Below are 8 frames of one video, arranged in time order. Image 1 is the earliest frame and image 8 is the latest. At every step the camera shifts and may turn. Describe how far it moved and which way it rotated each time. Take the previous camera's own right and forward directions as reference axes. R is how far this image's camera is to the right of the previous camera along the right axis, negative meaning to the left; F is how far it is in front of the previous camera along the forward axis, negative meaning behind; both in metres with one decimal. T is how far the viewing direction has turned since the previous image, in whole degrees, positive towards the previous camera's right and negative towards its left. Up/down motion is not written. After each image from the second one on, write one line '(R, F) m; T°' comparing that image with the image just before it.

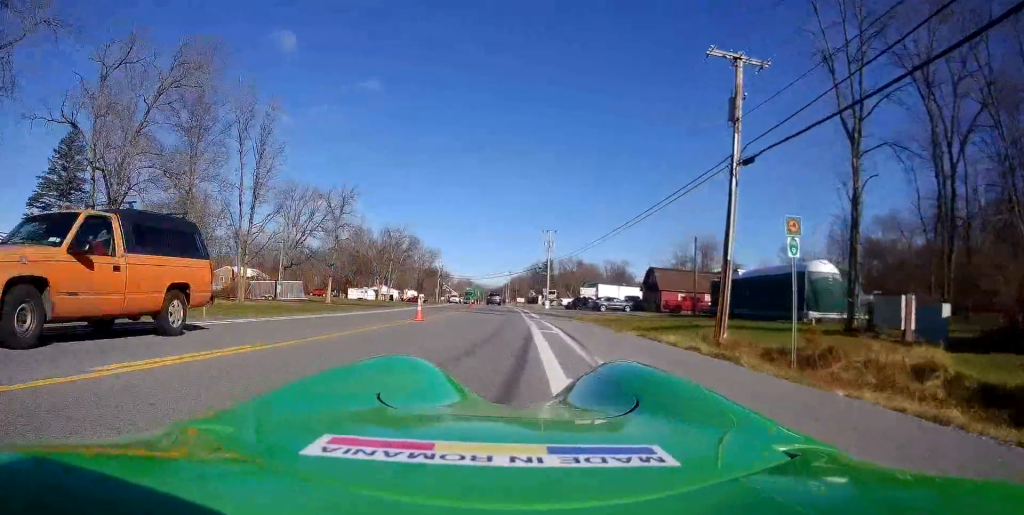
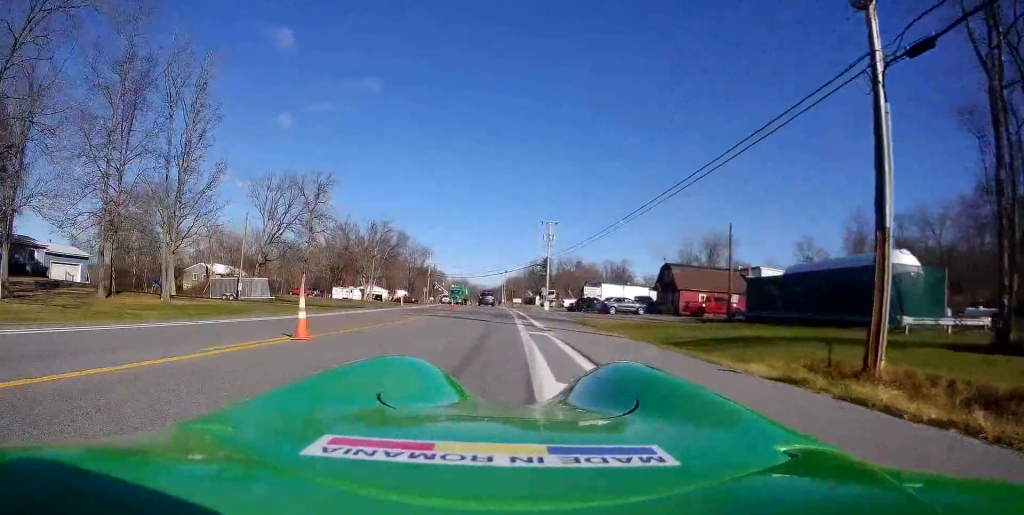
(-0.4, +8.9) m; -2°
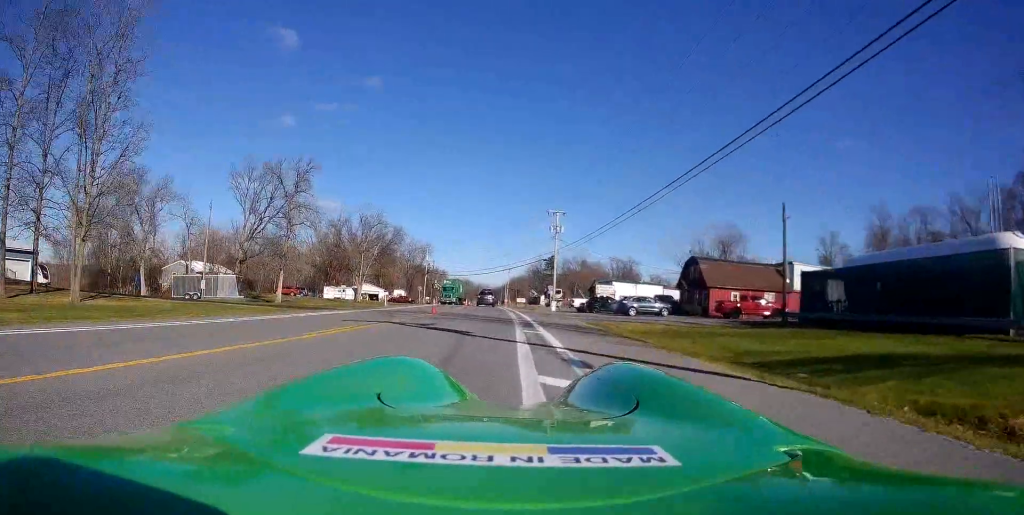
(+0.2, +8.2) m; 0°
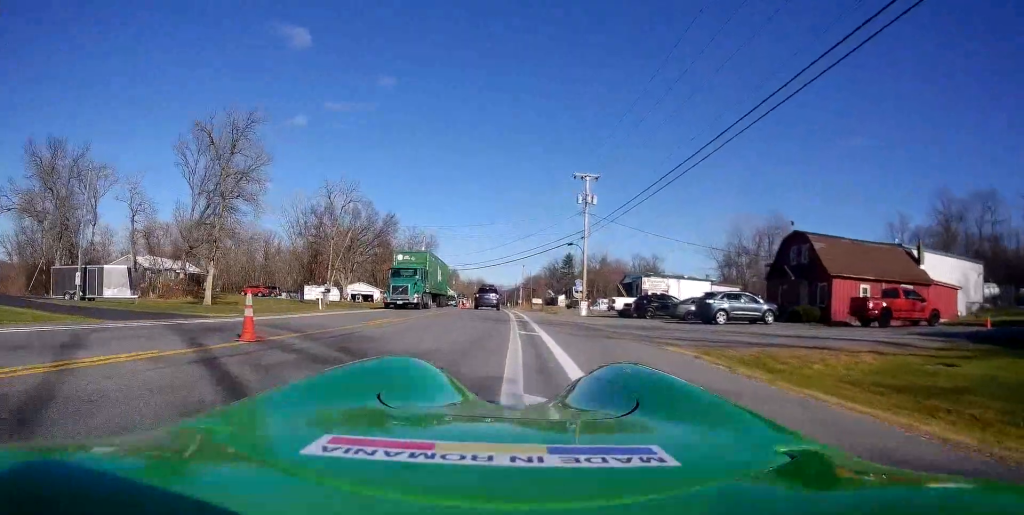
(-0.8, +18.2) m; -5°
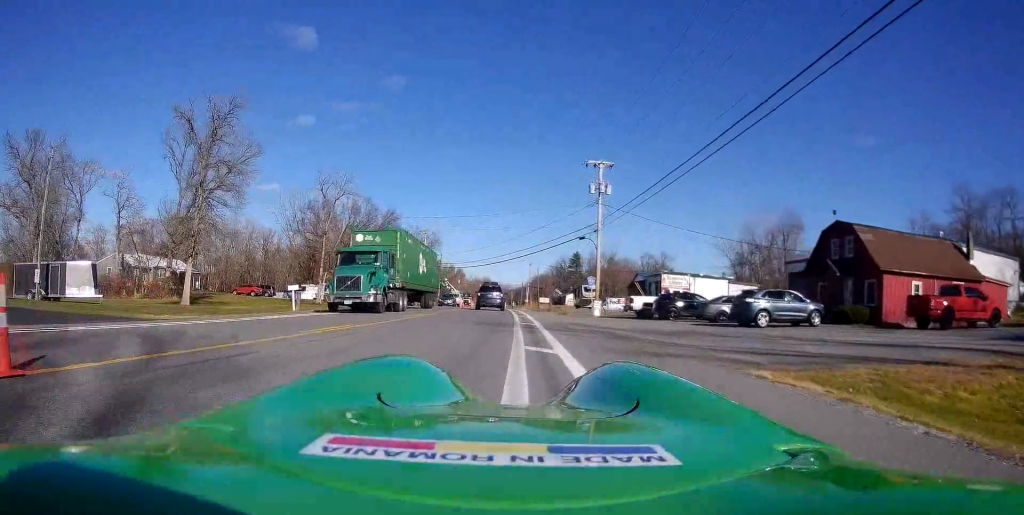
(-0.1, +4.4) m; -2°
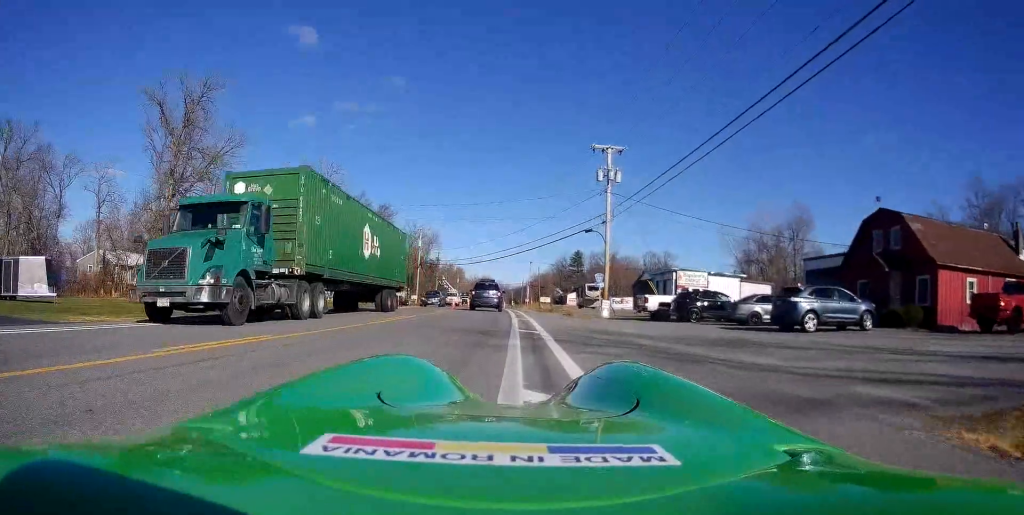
(0.0, +4.1) m; +2°
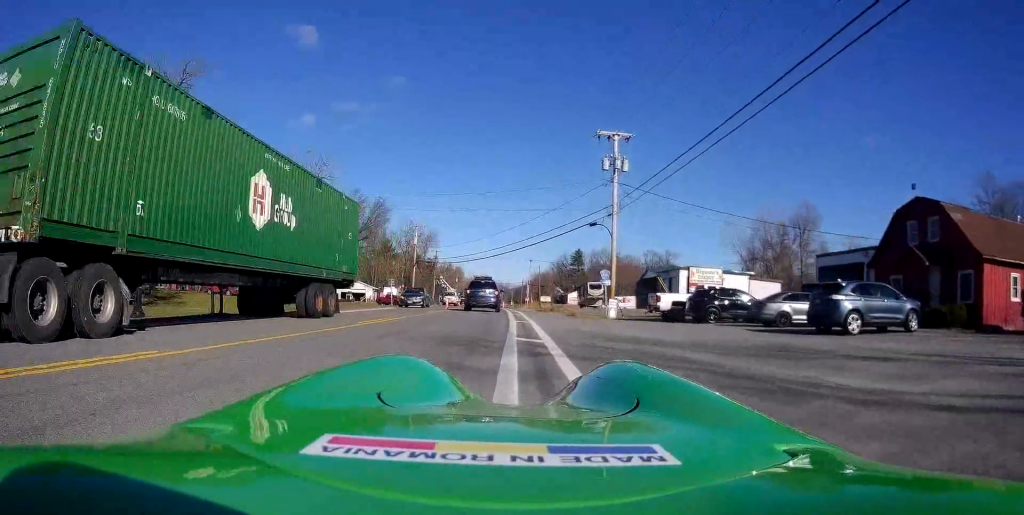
(-0.1, +3.0) m; +3°
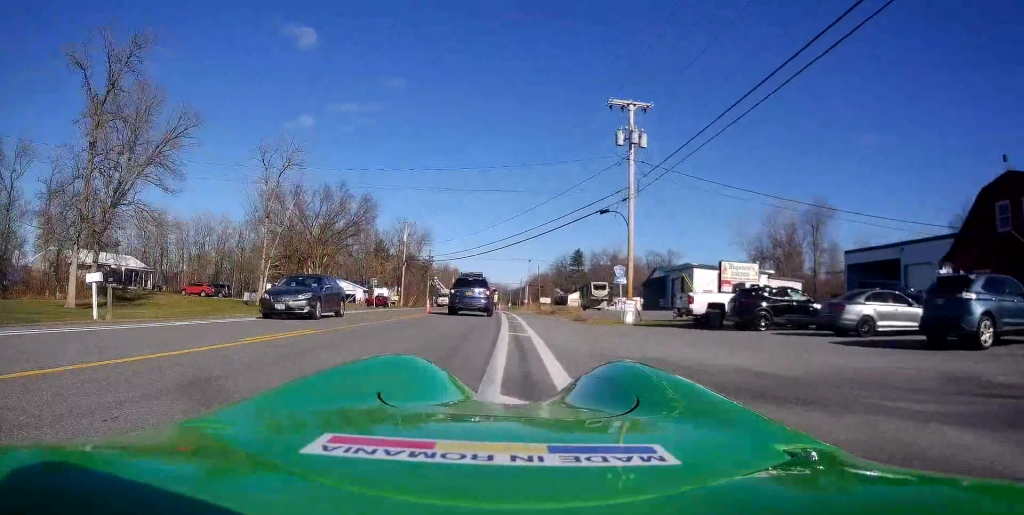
(+0.6, +5.8) m; +3°
